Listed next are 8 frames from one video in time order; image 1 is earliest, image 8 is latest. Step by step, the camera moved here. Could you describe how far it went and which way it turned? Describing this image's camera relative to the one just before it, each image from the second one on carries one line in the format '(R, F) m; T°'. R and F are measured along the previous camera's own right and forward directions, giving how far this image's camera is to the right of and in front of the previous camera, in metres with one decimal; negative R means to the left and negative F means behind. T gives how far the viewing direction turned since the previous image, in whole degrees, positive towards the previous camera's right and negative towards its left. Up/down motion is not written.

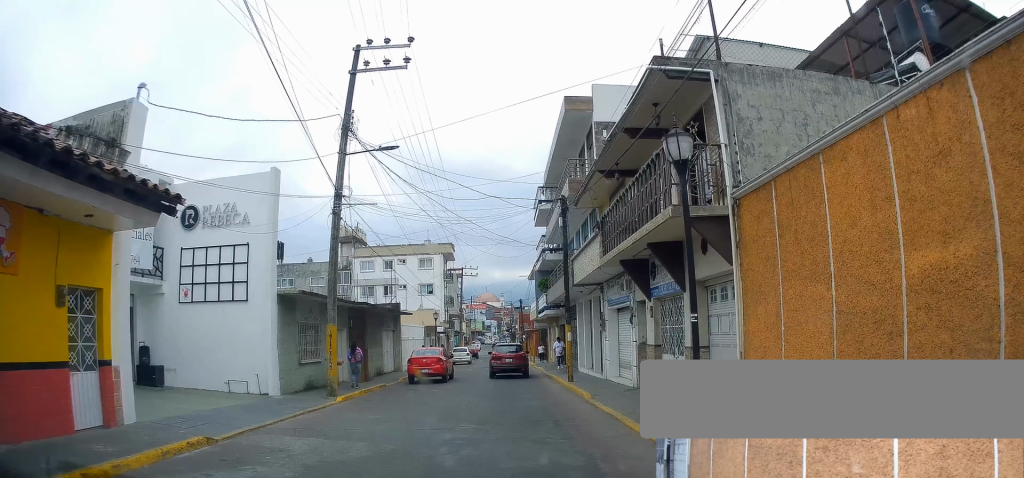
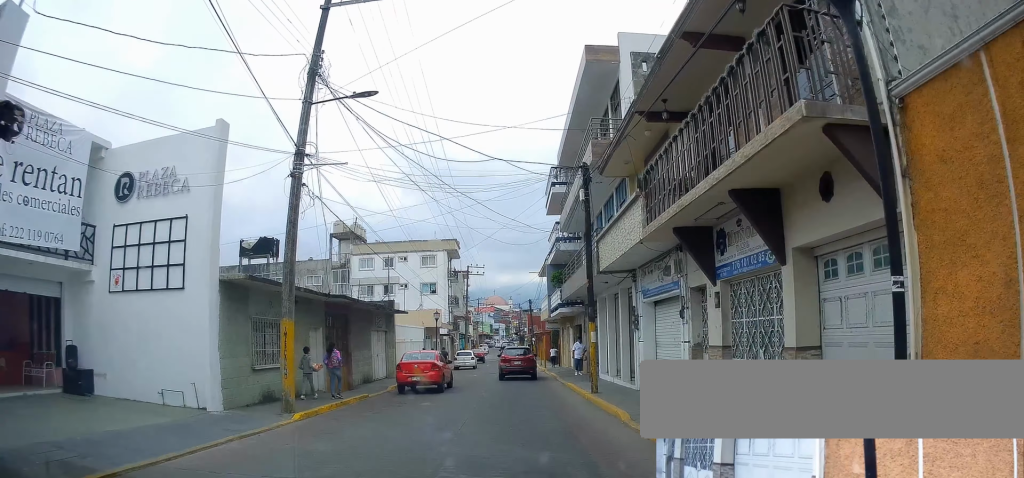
(+0.1, +4.1) m; 0°
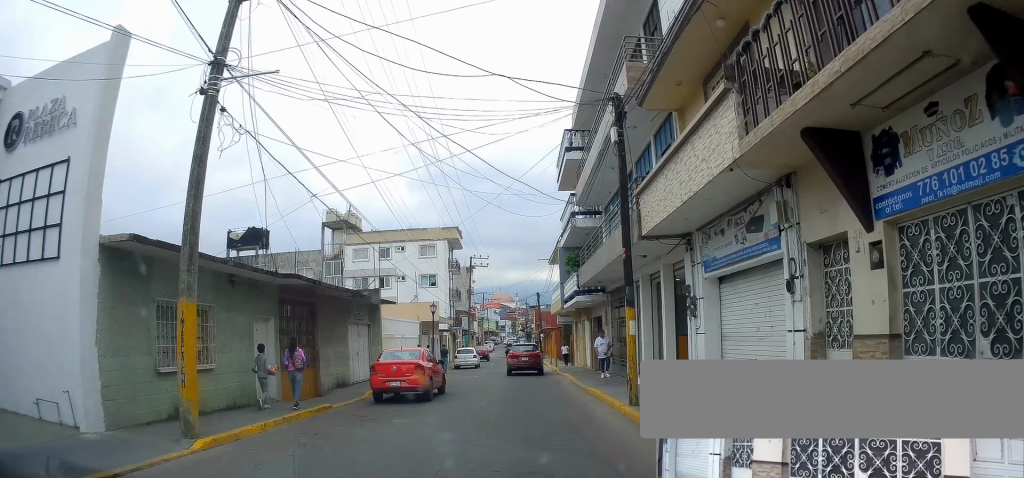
(0.0, +4.5) m; 0°
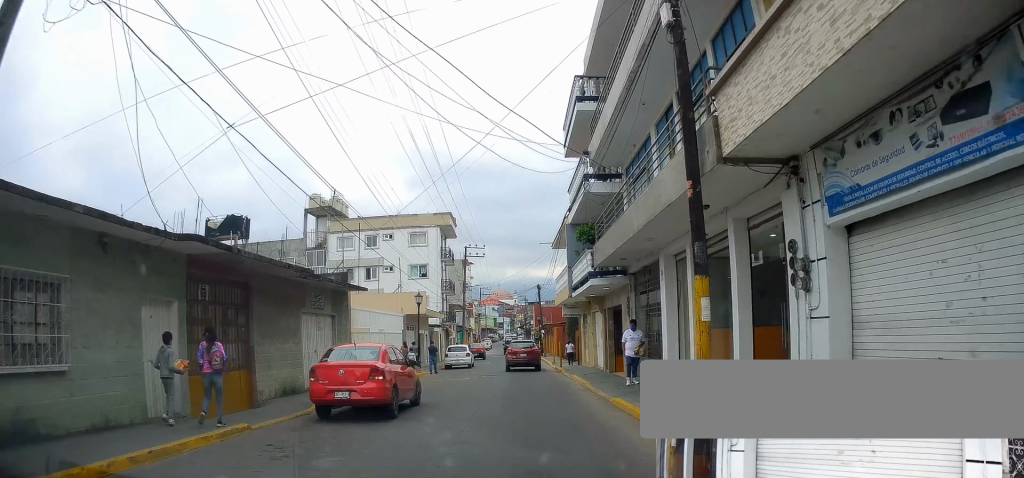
(0.0, +4.8) m; 0°
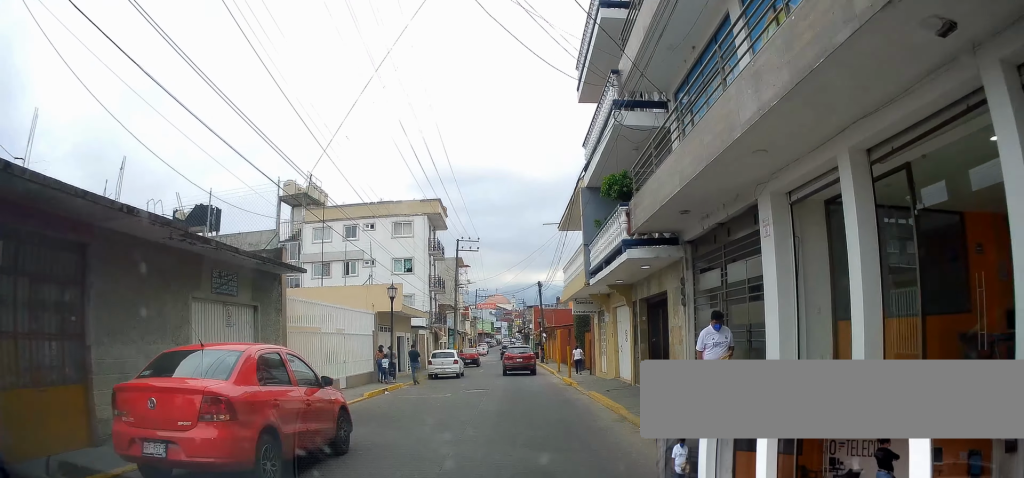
(+0.1, +6.0) m; 0°
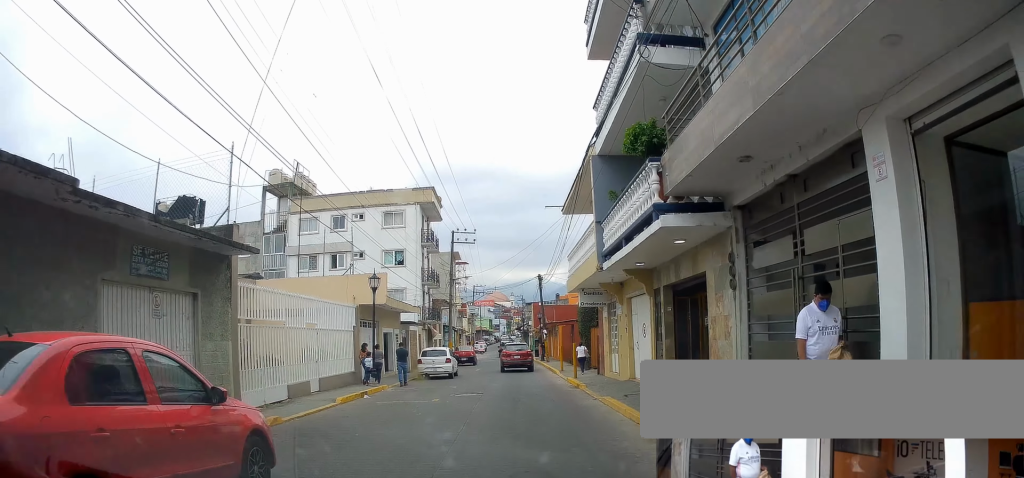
(0.0, +3.0) m; -1°
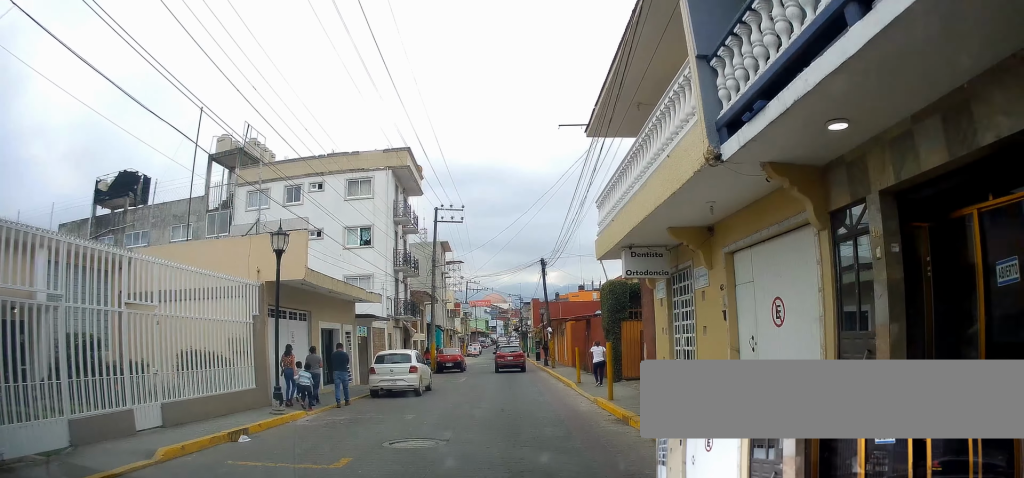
(-0.1, +8.6) m; -1°
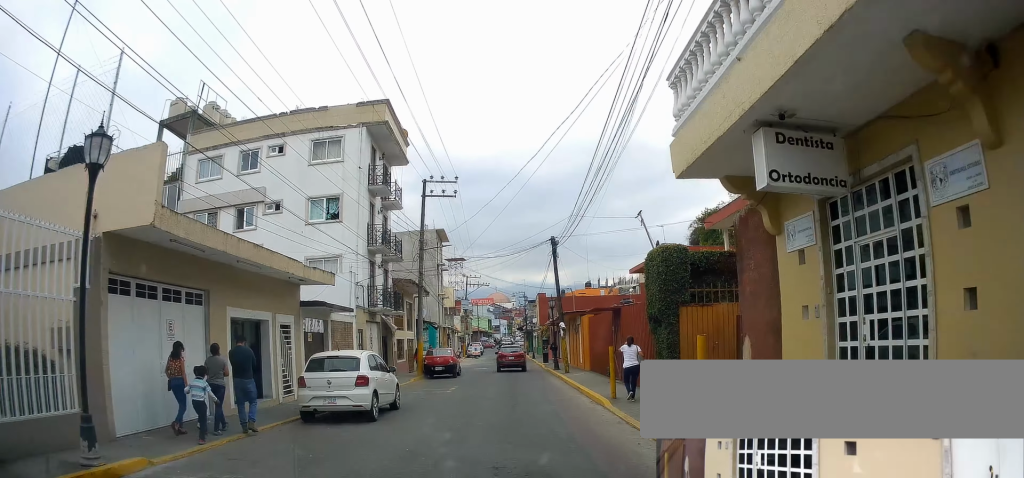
(+0.1, +6.2) m; +1°
